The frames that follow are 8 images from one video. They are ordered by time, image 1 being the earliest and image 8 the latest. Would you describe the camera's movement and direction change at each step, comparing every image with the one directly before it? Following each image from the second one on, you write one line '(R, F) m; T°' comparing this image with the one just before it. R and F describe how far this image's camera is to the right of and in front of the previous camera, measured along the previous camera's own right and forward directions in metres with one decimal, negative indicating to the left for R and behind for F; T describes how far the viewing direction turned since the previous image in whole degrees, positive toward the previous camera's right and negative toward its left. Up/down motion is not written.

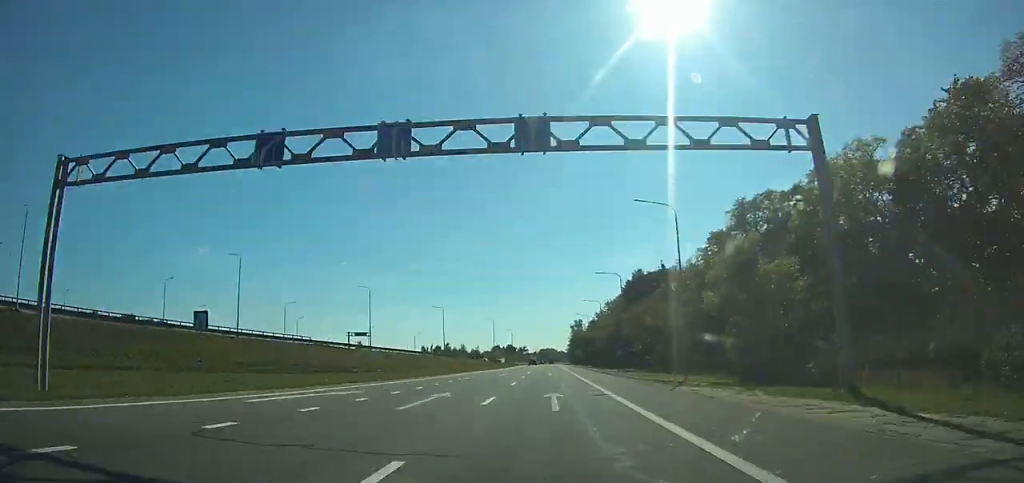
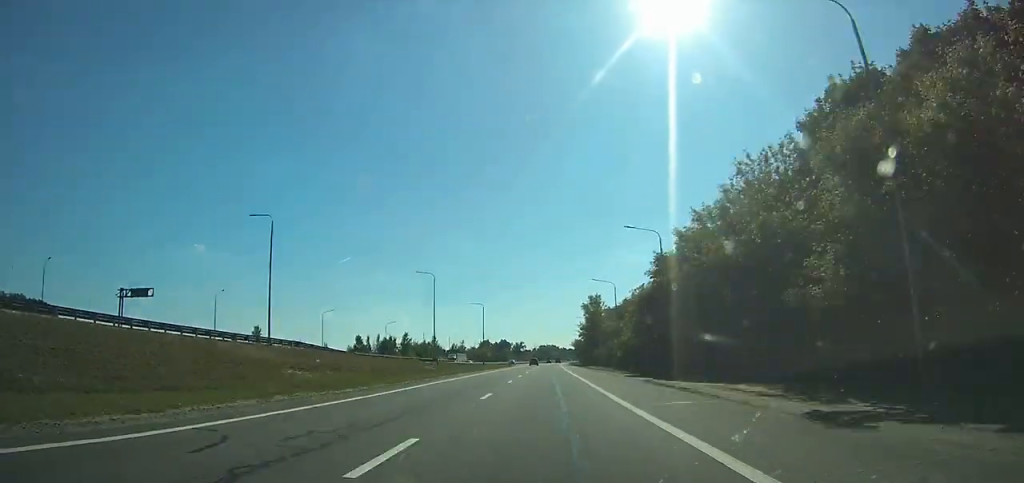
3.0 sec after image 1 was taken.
(+0.1, +82.8) m; 0°
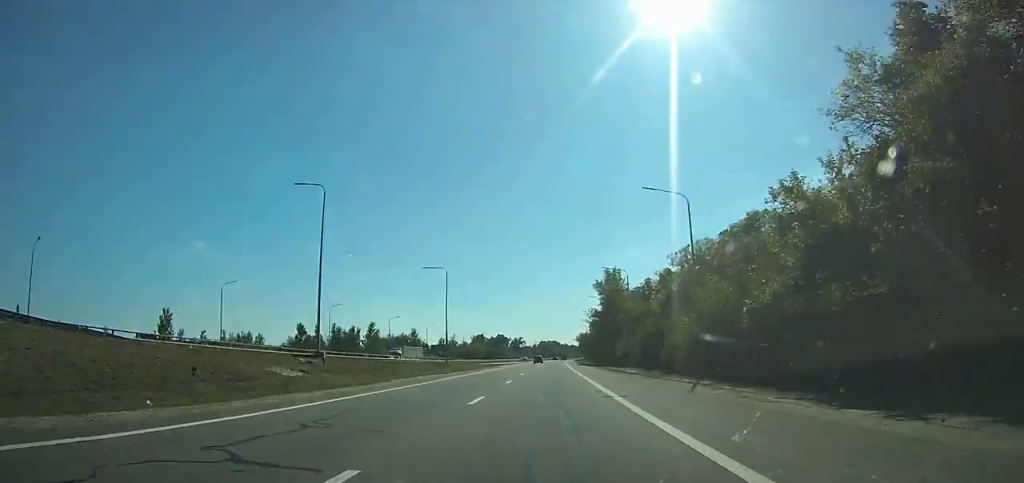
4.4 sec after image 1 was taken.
(-0.1, +38.1) m; 0°
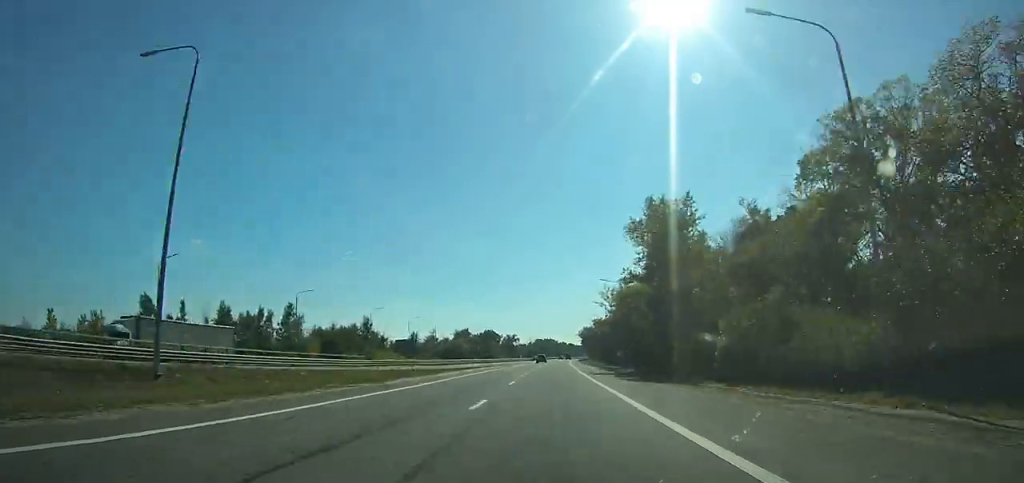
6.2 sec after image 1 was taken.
(0.0, +47.9) m; +1°
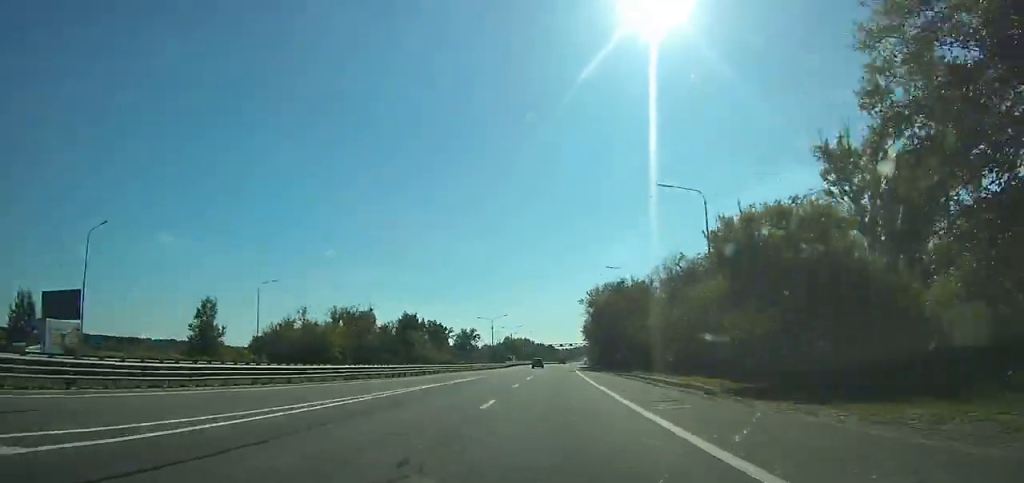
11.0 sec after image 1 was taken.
(+3.2, +129.4) m; +1°
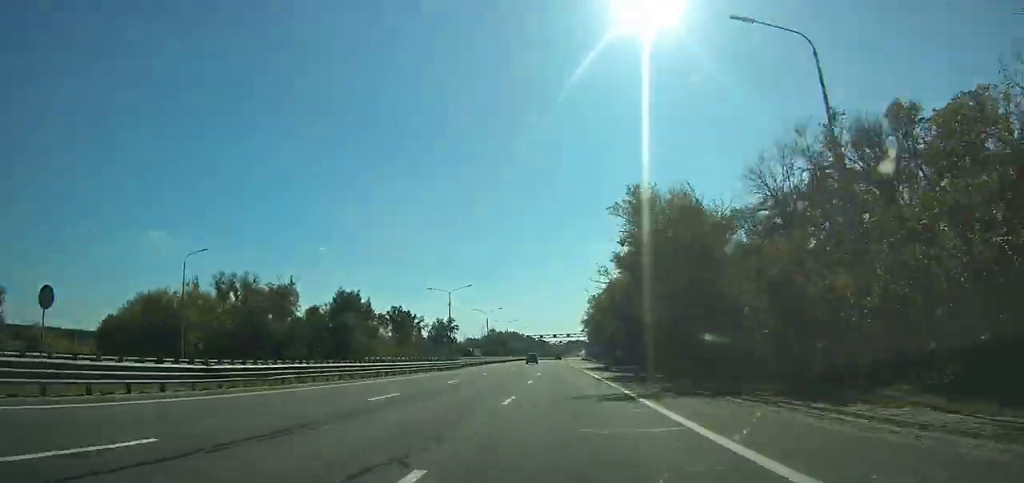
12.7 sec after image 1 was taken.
(-0.5, +48.3) m; 0°
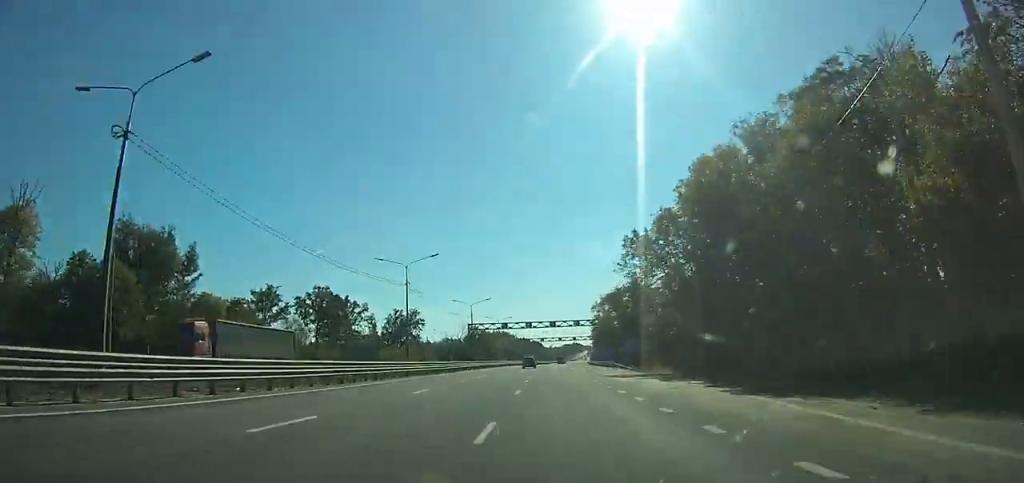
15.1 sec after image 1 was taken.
(-0.1, +69.2) m; +1°
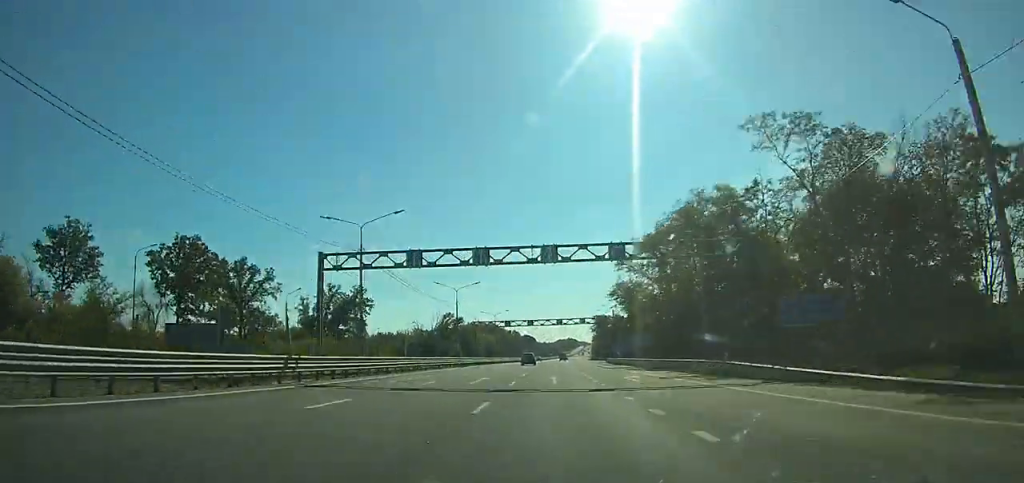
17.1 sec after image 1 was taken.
(+0.4, +57.1) m; +1°
